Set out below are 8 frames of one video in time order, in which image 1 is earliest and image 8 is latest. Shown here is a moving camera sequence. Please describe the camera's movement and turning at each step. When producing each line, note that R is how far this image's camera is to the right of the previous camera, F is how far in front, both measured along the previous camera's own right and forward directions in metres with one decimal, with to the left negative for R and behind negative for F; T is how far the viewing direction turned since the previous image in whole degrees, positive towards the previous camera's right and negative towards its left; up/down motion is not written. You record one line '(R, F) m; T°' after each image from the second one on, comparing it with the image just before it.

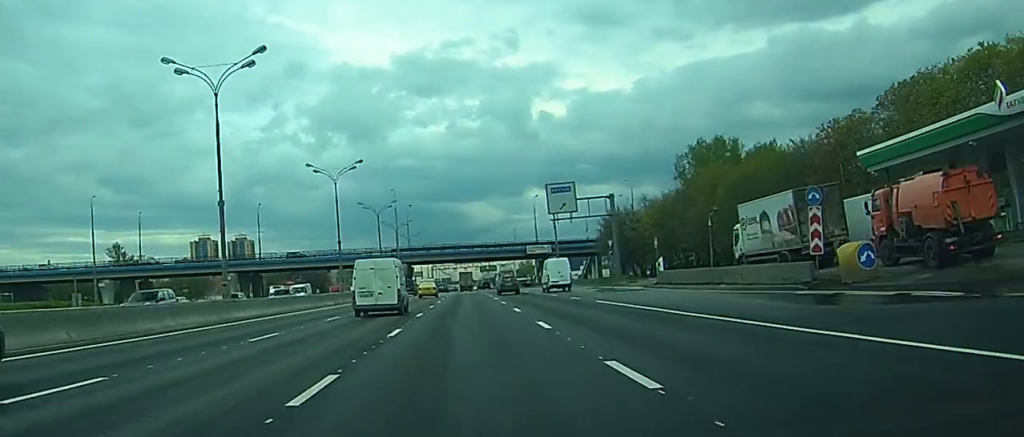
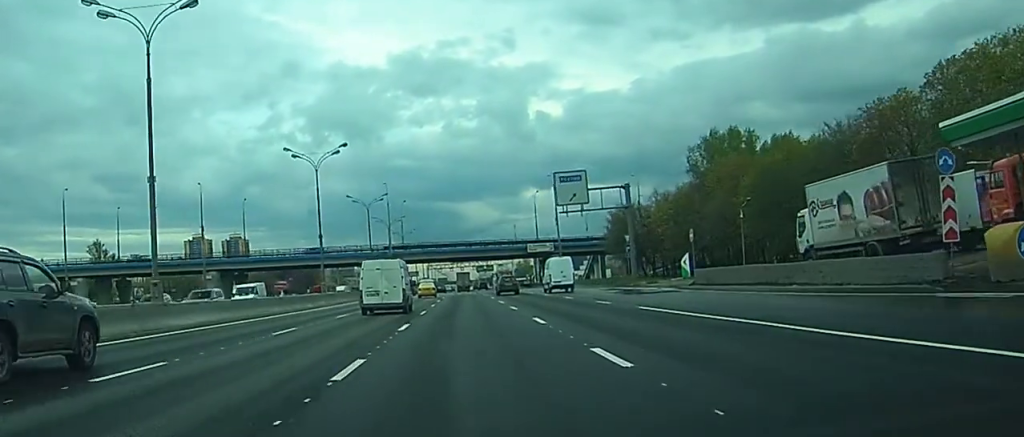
(+0.1, +10.3) m; 0°
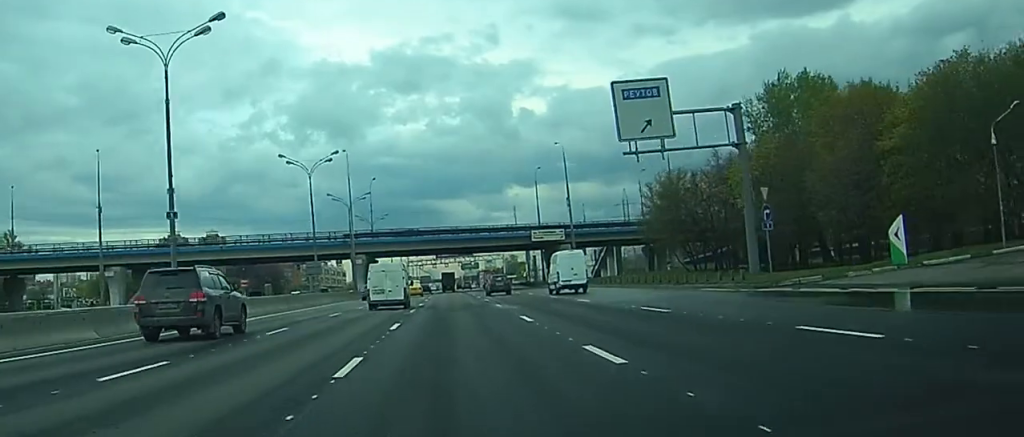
(+0.9, +37.8) m; +2°
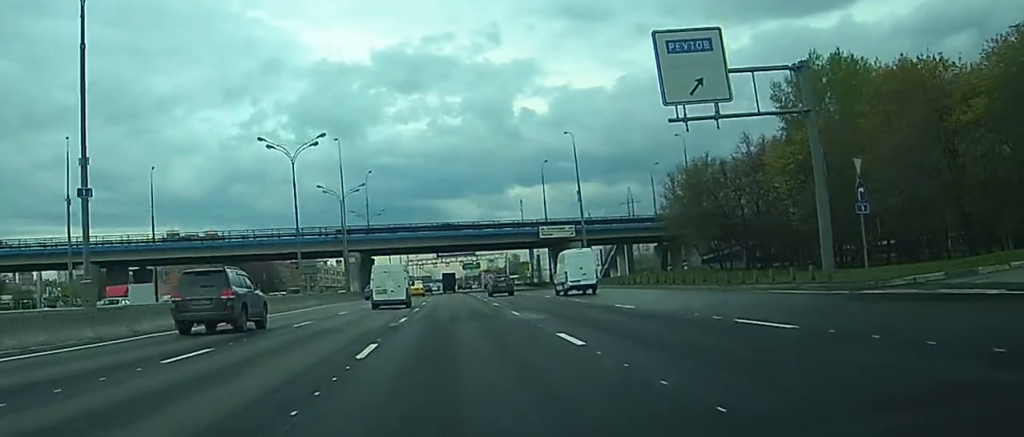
(+0.2, +9.7) m; 0°
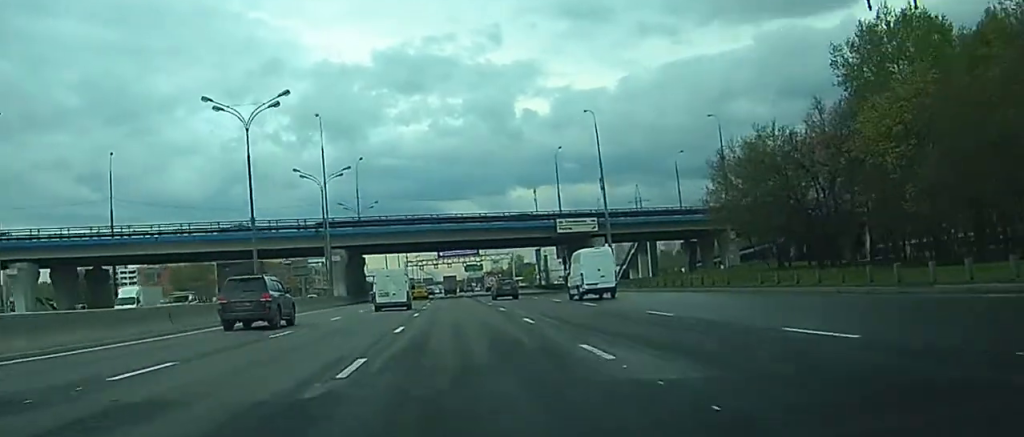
(-0.3, +17.1) m; -1°
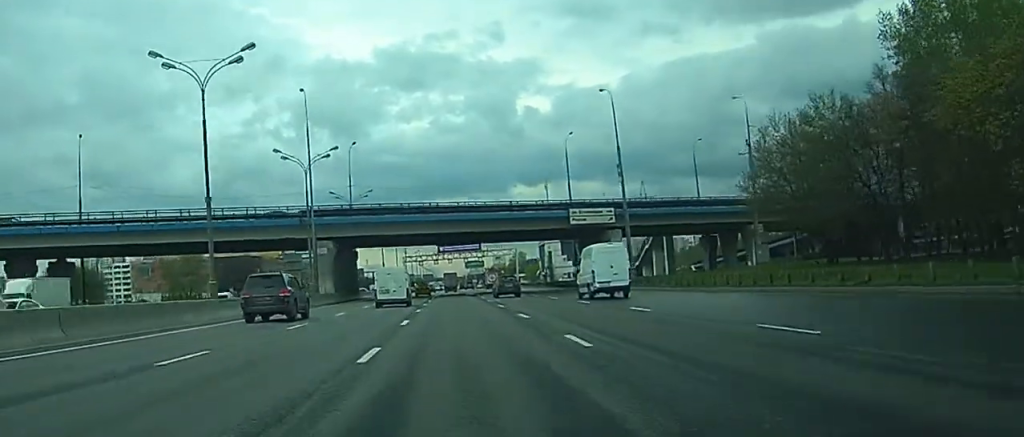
(-0.1, +10.4) m; -1°
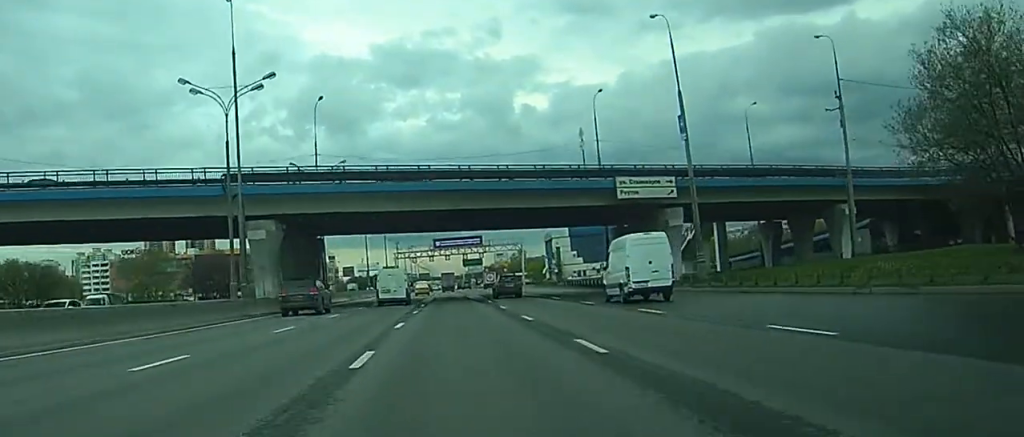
(-0.2, +26.8) m; 0°
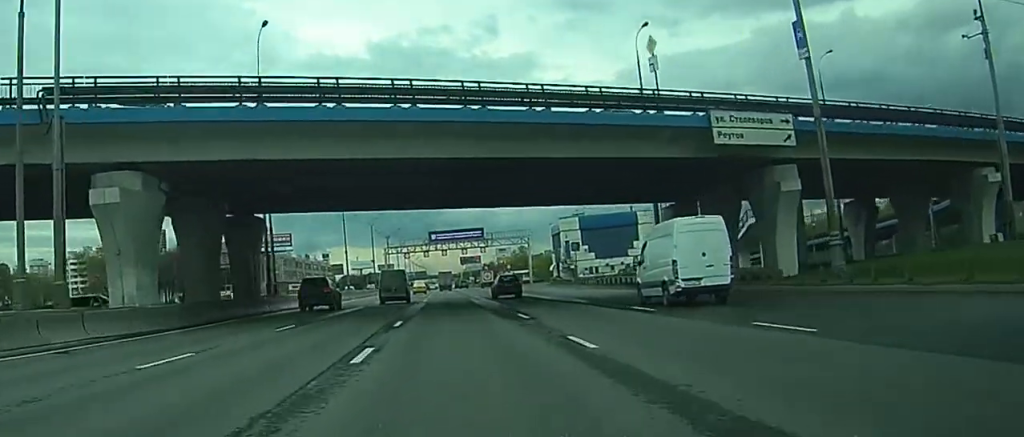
(0.0, +24.6) m; 0°
